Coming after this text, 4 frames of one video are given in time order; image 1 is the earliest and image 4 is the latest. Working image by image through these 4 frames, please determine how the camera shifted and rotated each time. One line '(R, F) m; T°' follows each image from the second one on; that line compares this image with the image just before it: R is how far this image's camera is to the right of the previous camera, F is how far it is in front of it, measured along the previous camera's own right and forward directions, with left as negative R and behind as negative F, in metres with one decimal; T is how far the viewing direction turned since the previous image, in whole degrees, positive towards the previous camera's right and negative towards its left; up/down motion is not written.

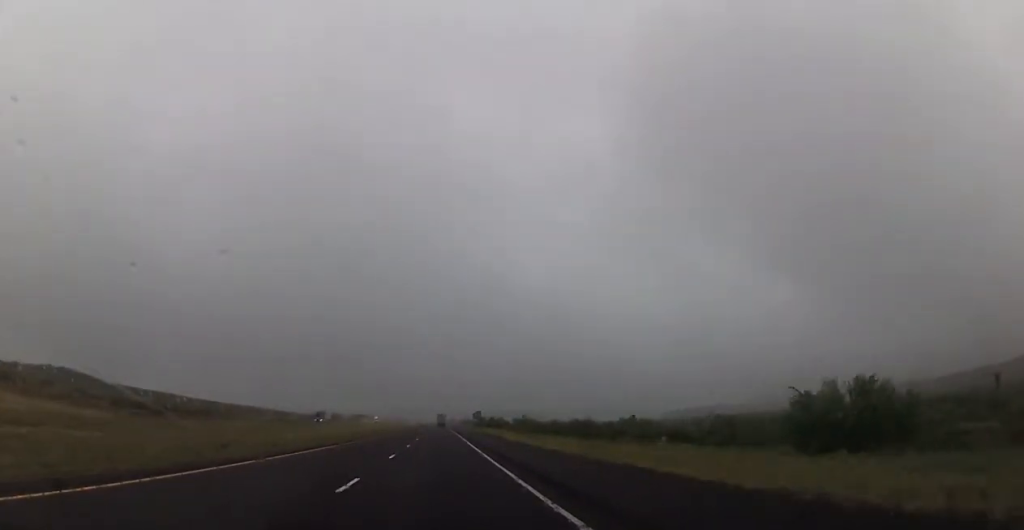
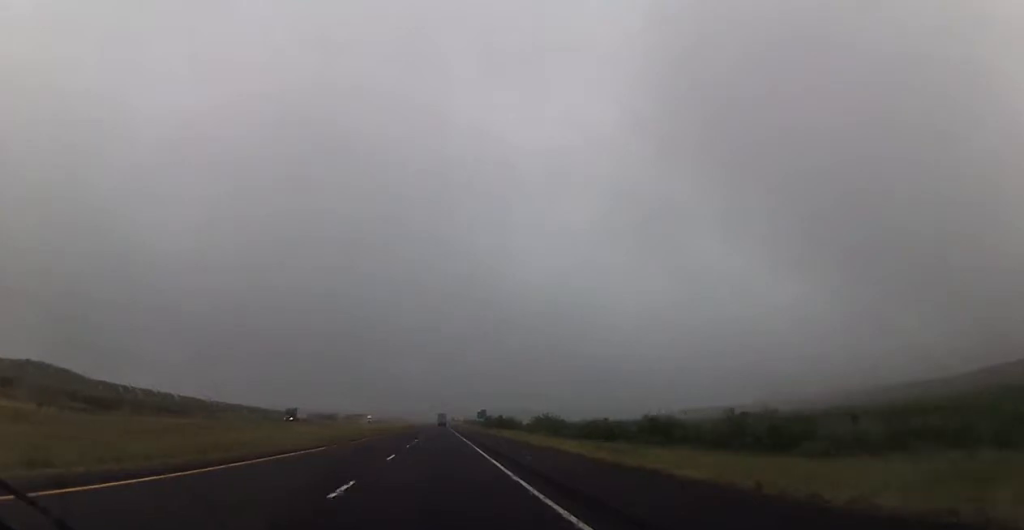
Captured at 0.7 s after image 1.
(+0.2, +25.3) m; 0°
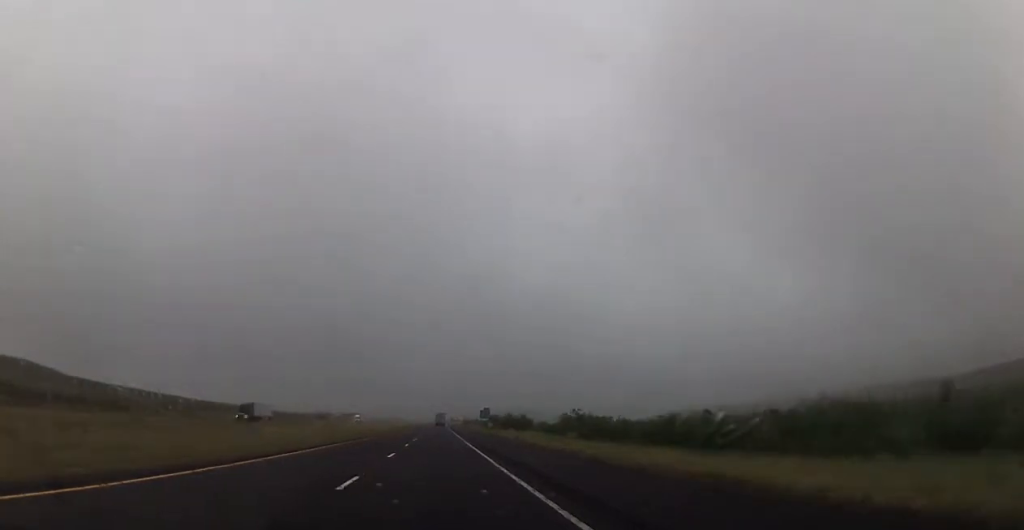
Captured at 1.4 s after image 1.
(0.0, +23.0) m; 0°
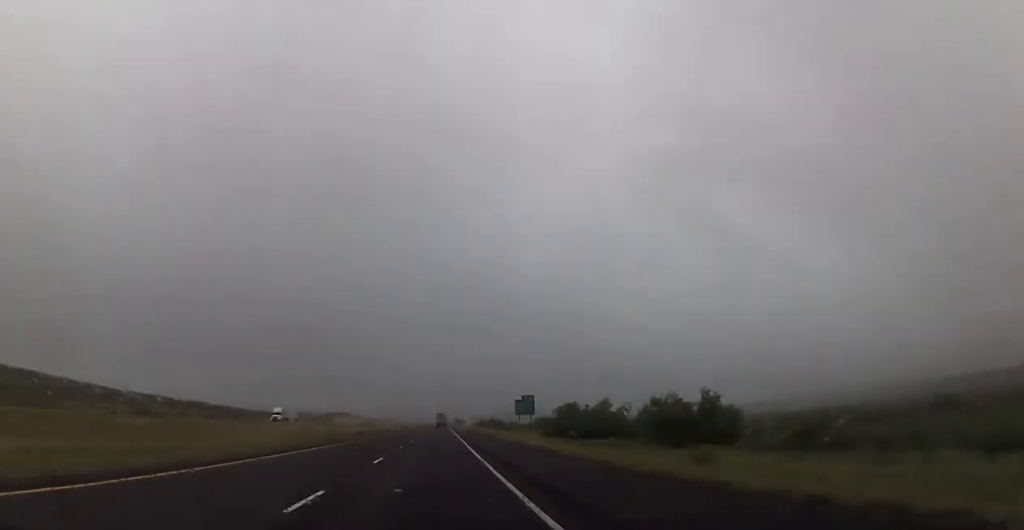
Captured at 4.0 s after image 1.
(+0.7, +88.5) m; 0°
